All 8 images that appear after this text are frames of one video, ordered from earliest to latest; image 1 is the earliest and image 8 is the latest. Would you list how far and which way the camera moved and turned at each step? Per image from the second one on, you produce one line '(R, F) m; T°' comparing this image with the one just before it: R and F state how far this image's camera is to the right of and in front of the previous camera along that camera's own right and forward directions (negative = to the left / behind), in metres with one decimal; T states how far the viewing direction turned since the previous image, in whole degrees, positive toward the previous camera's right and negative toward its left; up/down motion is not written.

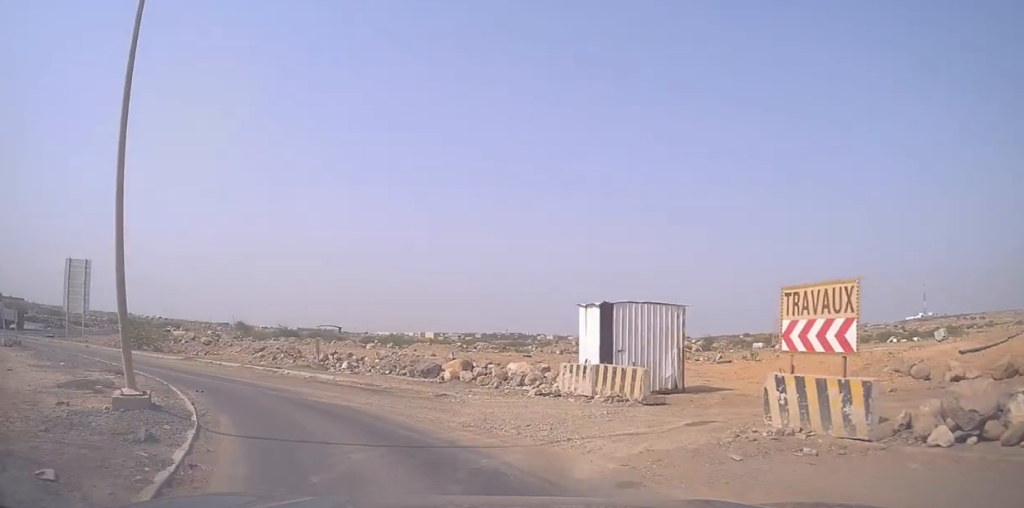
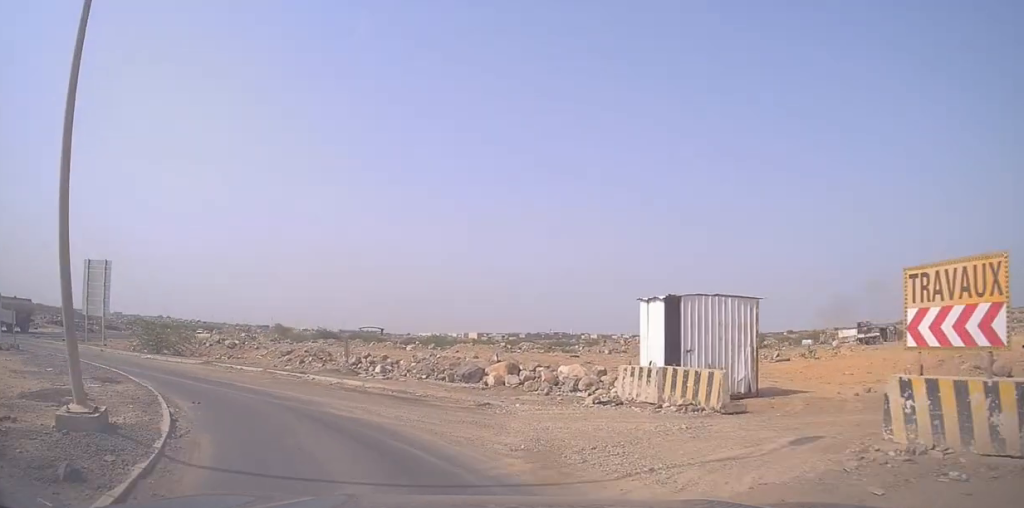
(-0.1, +2.2) m; -4°
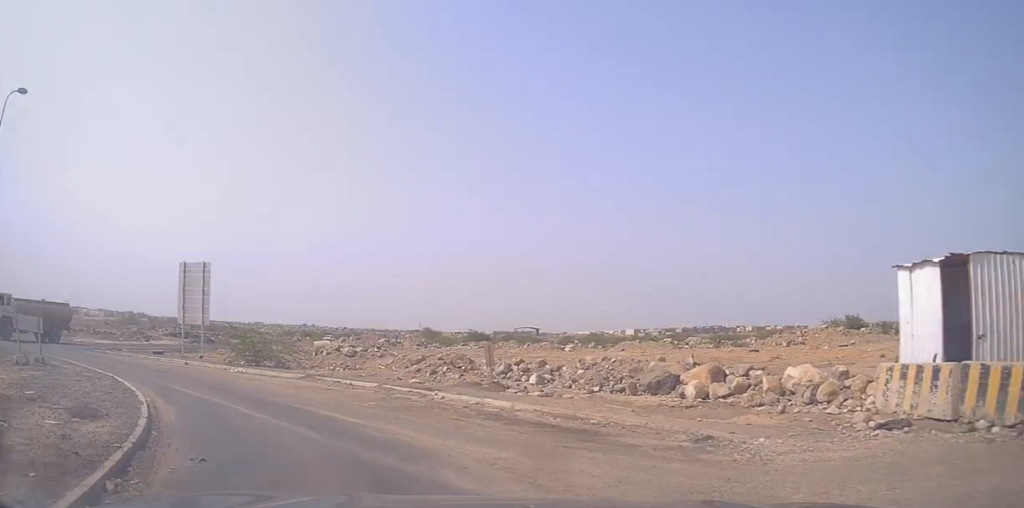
(-0.3, +5.5) m; -15°
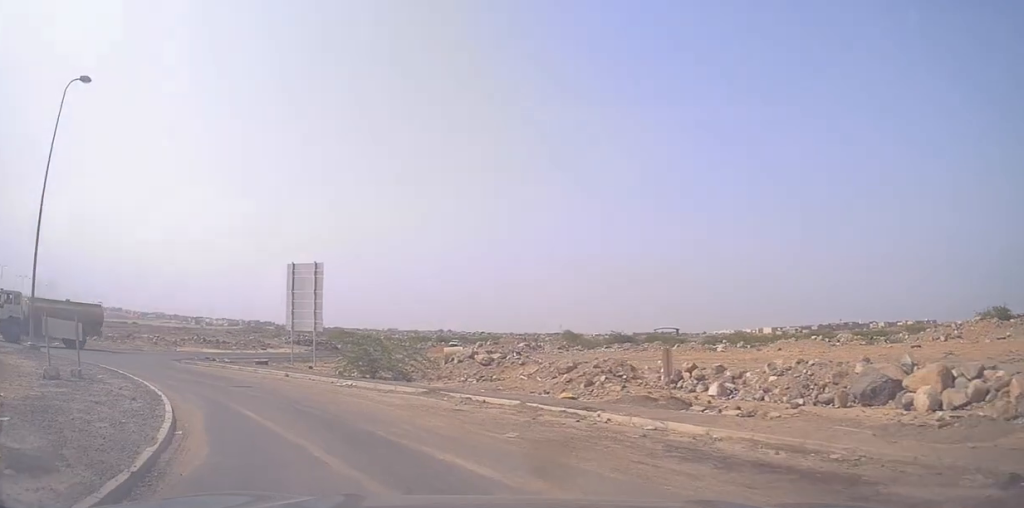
(-0.1, +3.8) m; -18°
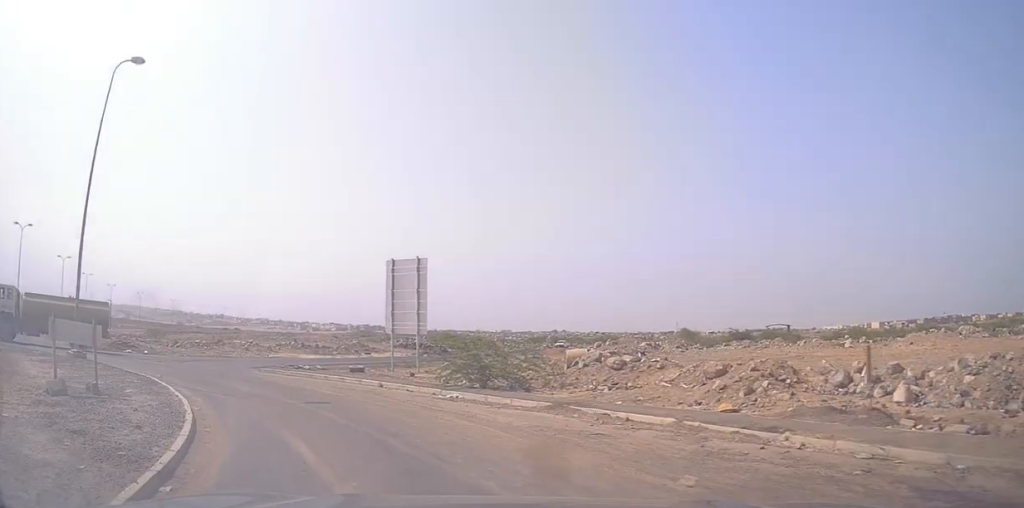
(-1.0, +3.2) m; -11°
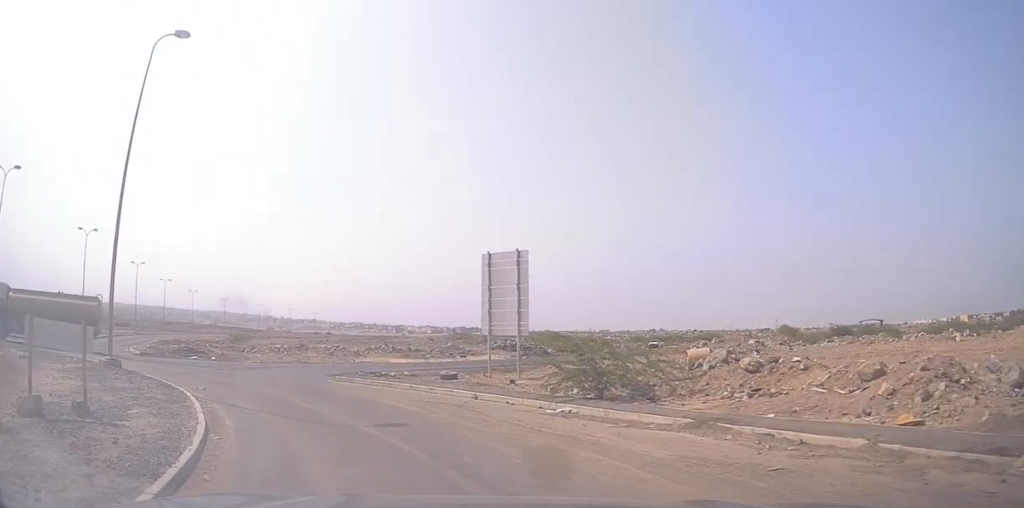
(-0.4, +3.1) m; -8°
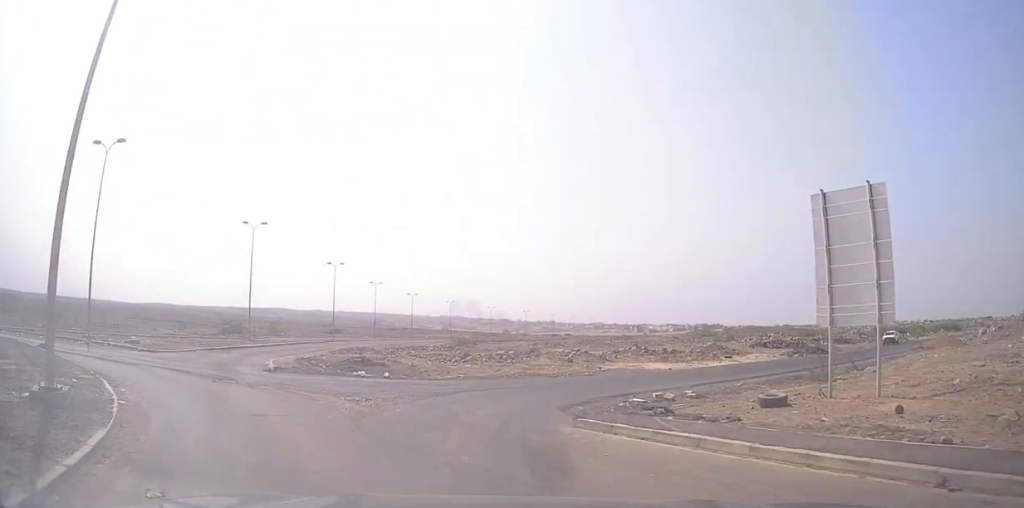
(-1.6, +10.8) m; -19°
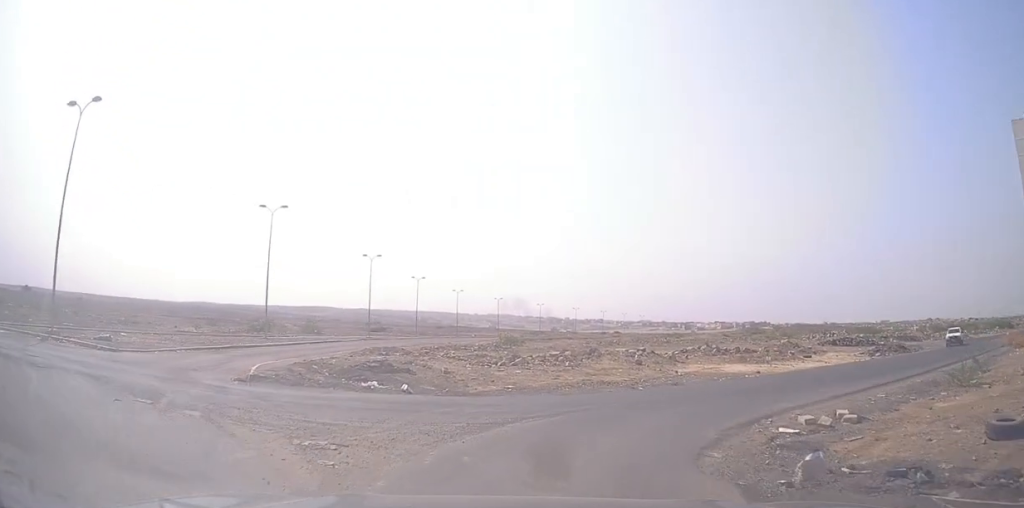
(-0.7, +6.5) m; -12°
